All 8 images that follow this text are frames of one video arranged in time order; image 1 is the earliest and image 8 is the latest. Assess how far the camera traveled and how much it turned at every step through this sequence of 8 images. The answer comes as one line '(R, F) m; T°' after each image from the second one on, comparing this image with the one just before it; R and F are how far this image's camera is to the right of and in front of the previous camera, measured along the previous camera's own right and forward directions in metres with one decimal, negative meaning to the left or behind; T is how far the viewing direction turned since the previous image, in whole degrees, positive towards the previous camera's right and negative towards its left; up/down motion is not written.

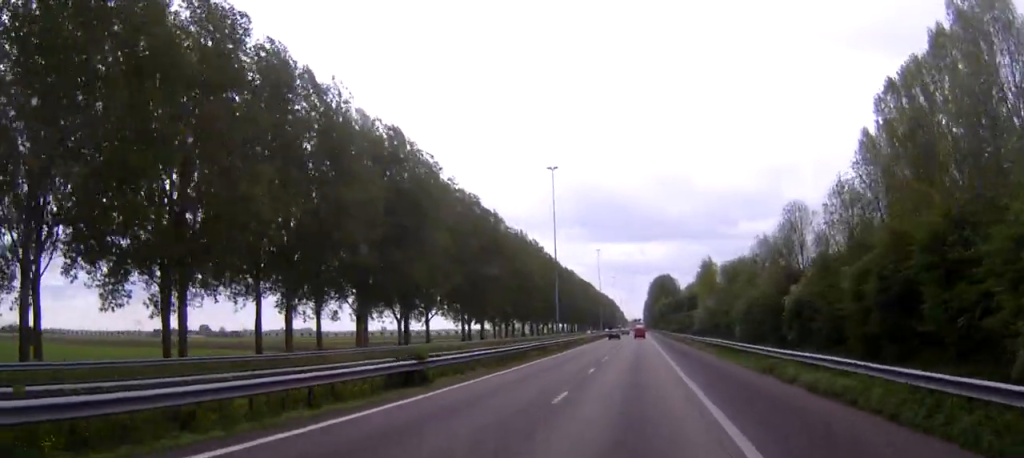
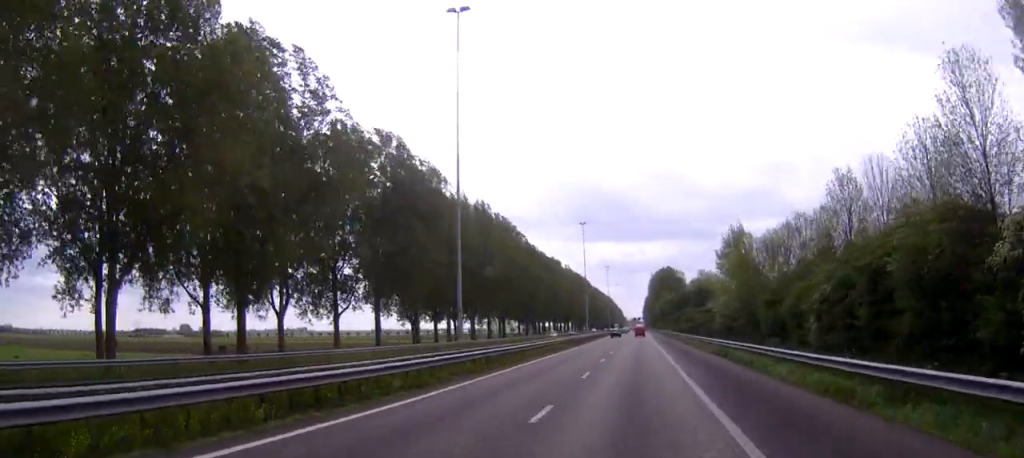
(-0.2, +39.6) m; 0°
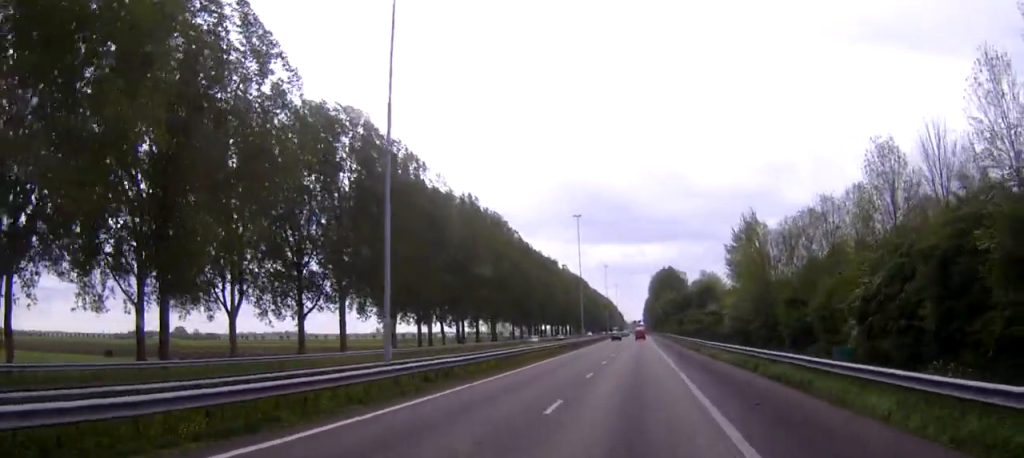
(0.0, +10.1) m; 0°
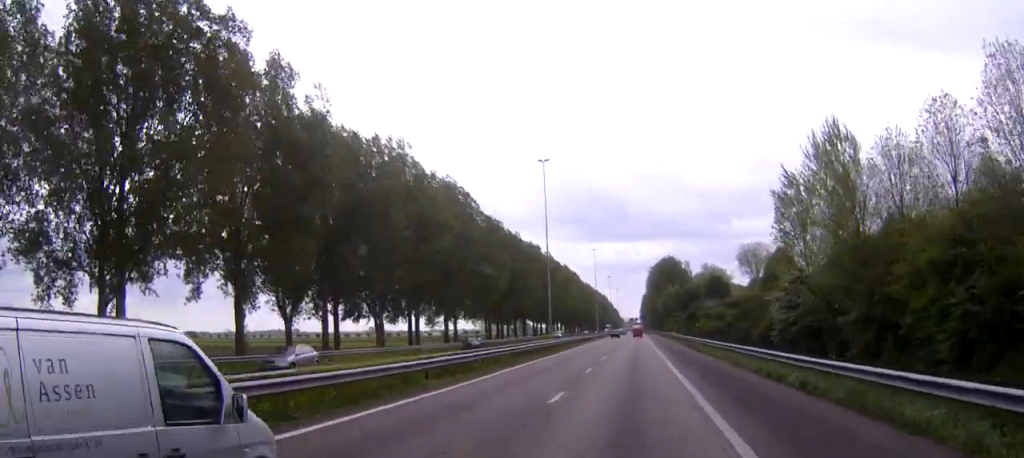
(+0.3, +34.4) m; 0°
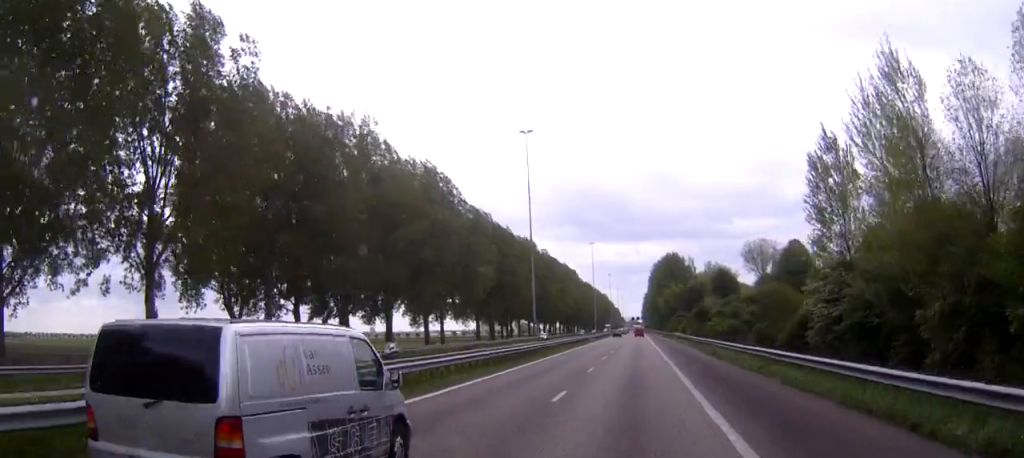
(0.0, +11.7) m; 0°
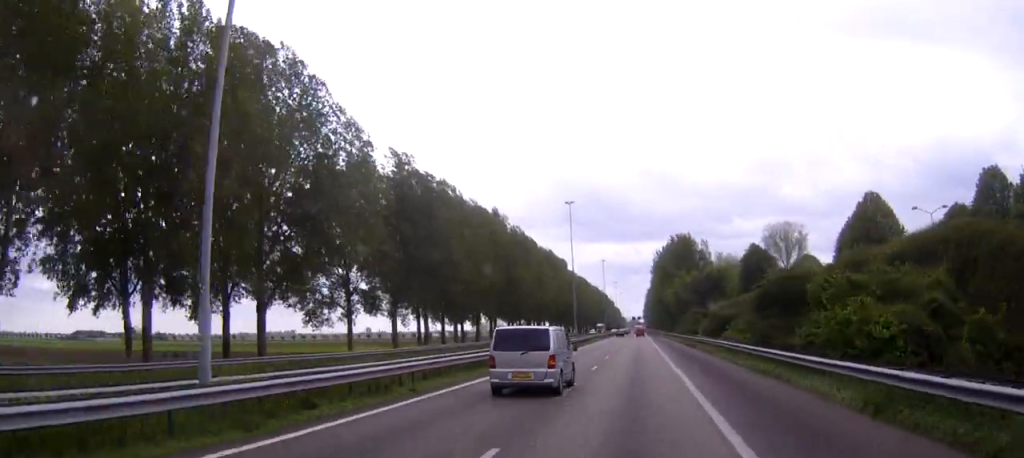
(-0.4, +46.3) m; 0°
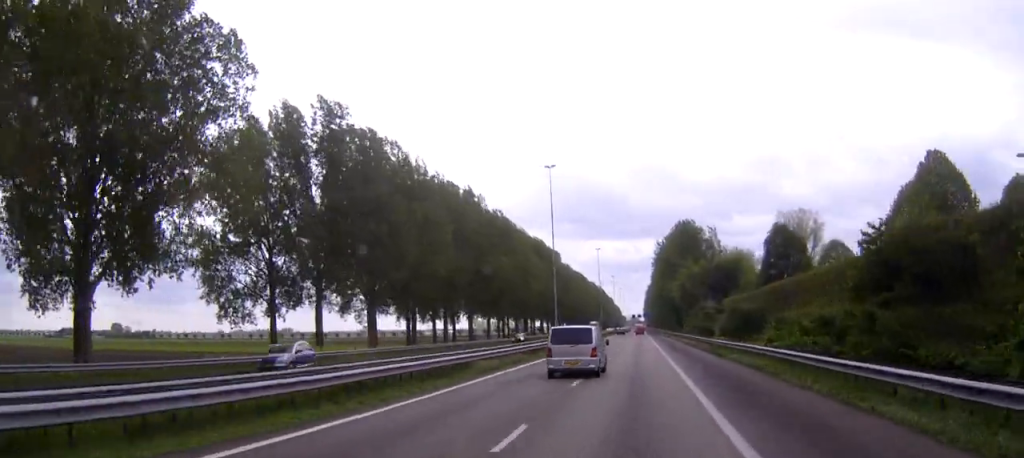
(+0.1, +21.4) m; 0°
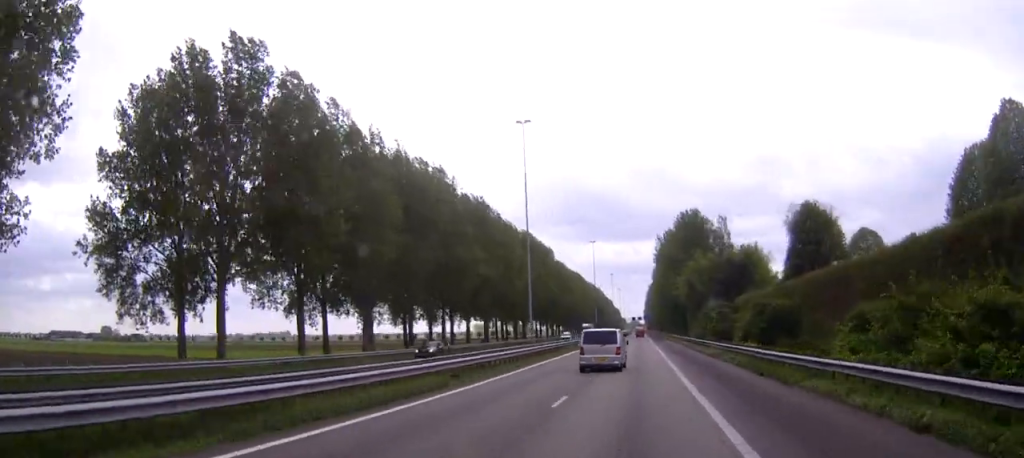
(-0.1, +17.2) m; 0°
